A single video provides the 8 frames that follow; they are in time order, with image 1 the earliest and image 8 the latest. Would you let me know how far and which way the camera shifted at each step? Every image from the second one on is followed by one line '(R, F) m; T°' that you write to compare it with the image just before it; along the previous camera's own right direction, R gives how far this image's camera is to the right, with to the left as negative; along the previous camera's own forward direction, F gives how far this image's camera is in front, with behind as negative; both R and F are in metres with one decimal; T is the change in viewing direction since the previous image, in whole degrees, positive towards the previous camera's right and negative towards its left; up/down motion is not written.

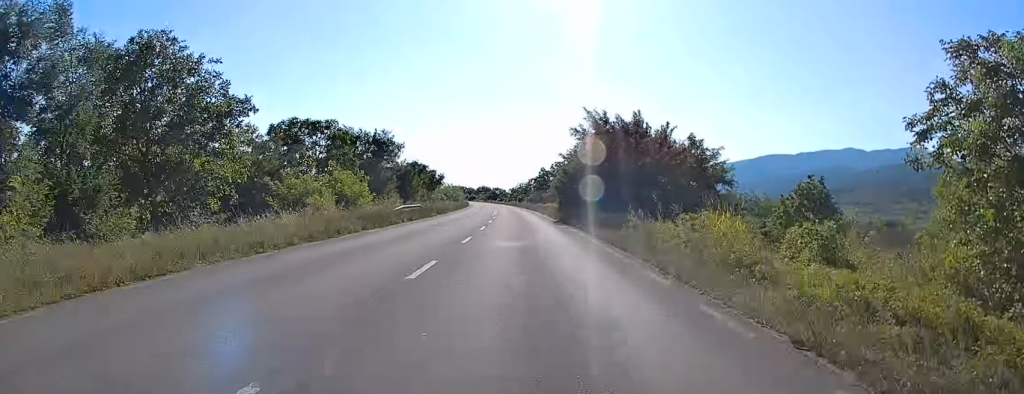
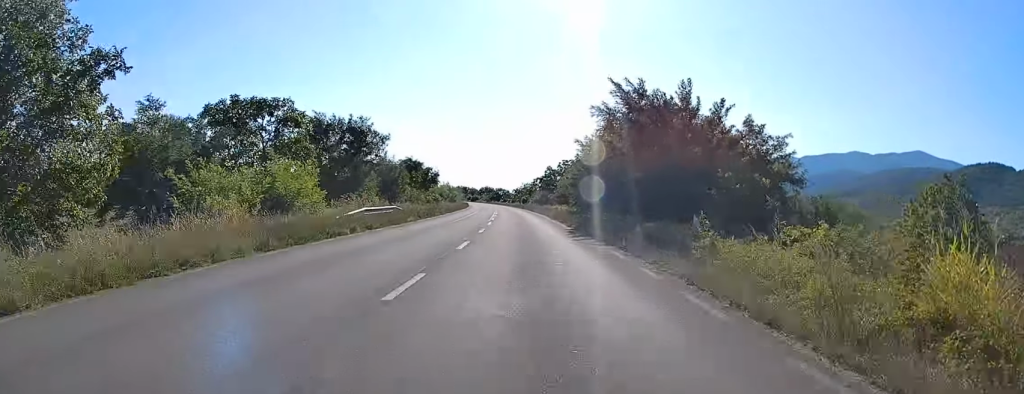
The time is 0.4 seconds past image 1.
(-0.1, +11.1) m; -1°
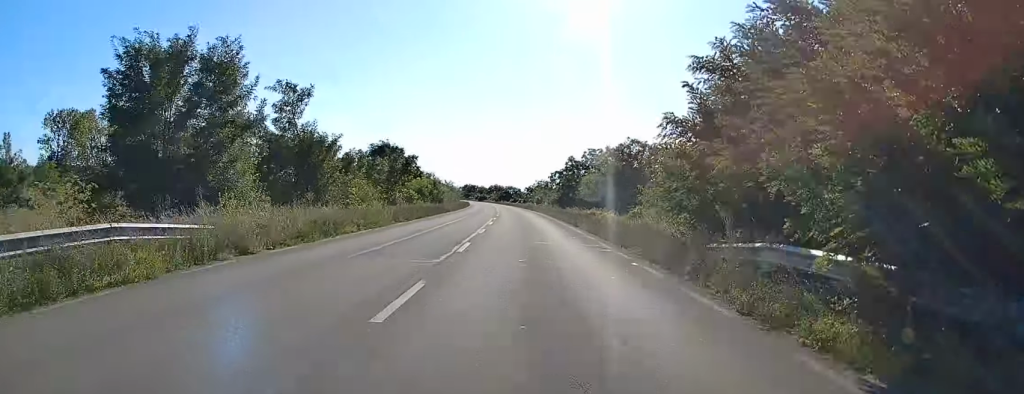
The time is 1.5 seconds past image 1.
(-0.5, +28.3) m; -1°
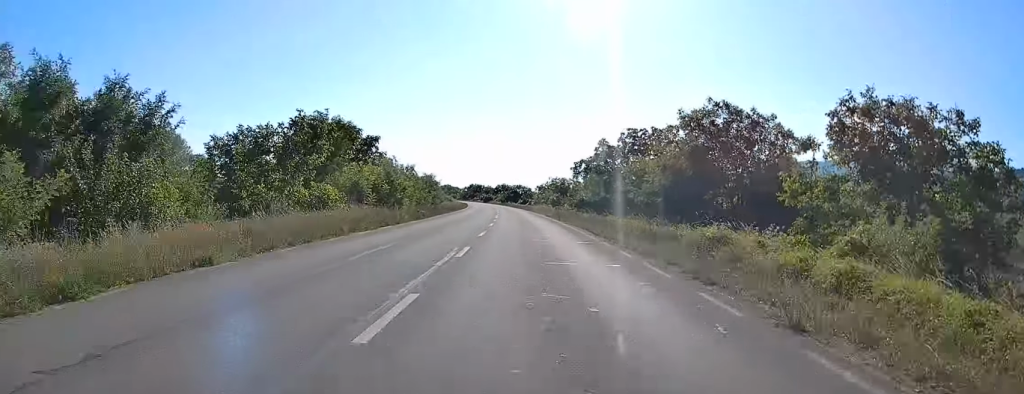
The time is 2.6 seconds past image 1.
(-0.1, +28.4) m; 0°
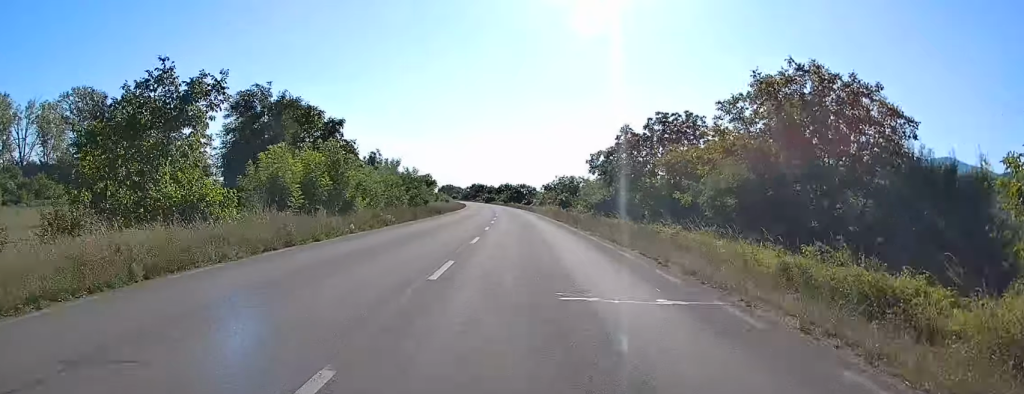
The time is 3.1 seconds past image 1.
(+0.2, +13.0) m; 0°
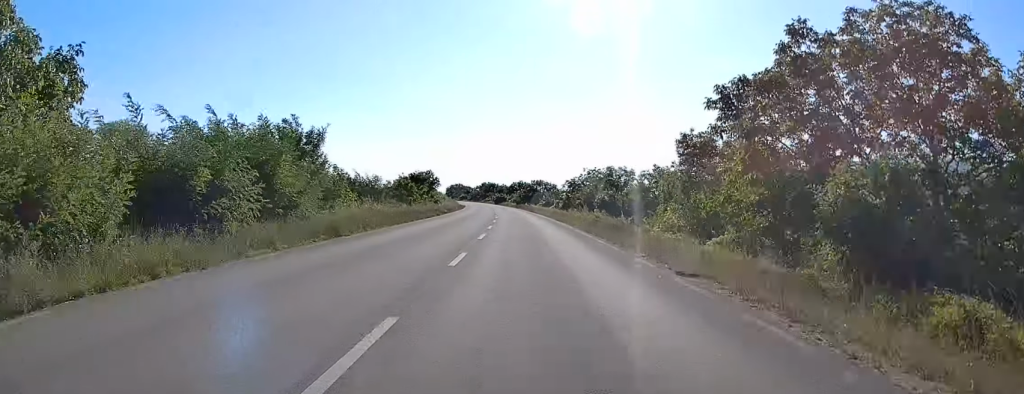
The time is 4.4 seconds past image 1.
(-0.8, +33.7) m; -2°
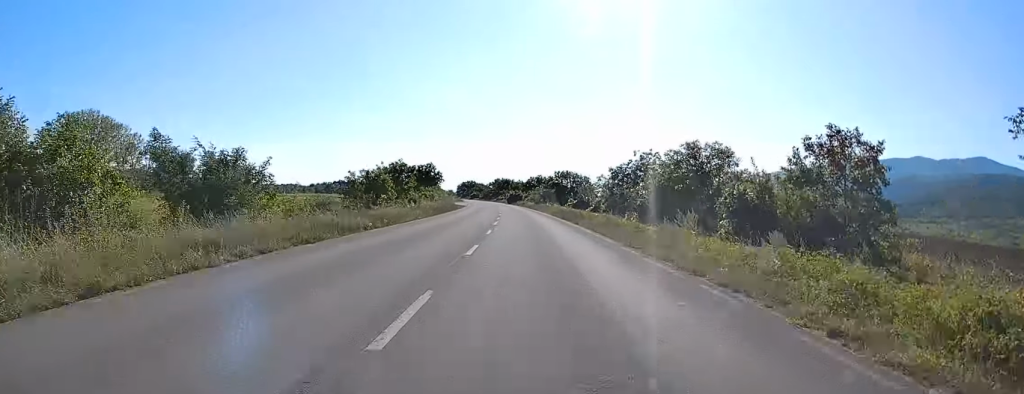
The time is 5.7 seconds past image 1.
(-0.4, +33.8) m; -1°
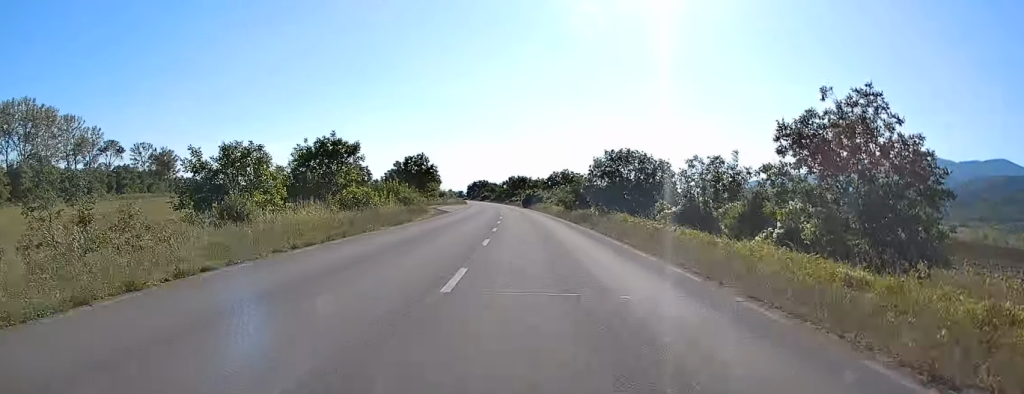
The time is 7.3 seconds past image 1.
(-0.6, +41.9) m; -1°
